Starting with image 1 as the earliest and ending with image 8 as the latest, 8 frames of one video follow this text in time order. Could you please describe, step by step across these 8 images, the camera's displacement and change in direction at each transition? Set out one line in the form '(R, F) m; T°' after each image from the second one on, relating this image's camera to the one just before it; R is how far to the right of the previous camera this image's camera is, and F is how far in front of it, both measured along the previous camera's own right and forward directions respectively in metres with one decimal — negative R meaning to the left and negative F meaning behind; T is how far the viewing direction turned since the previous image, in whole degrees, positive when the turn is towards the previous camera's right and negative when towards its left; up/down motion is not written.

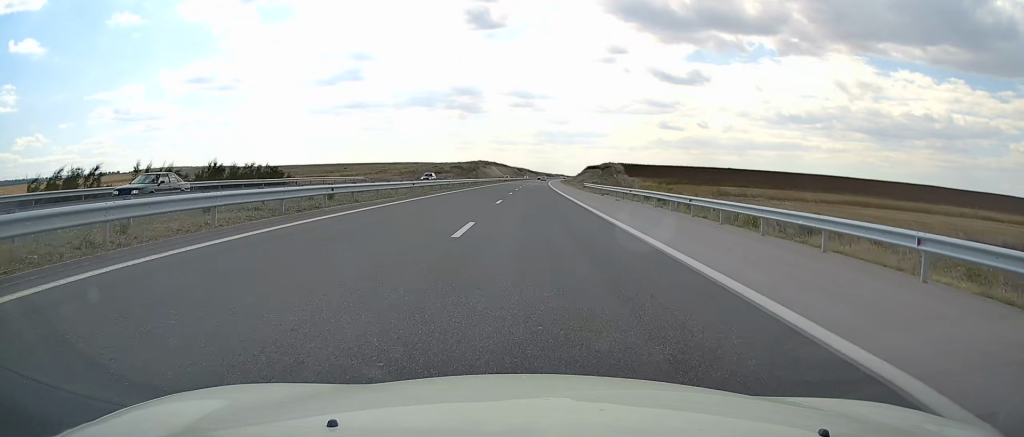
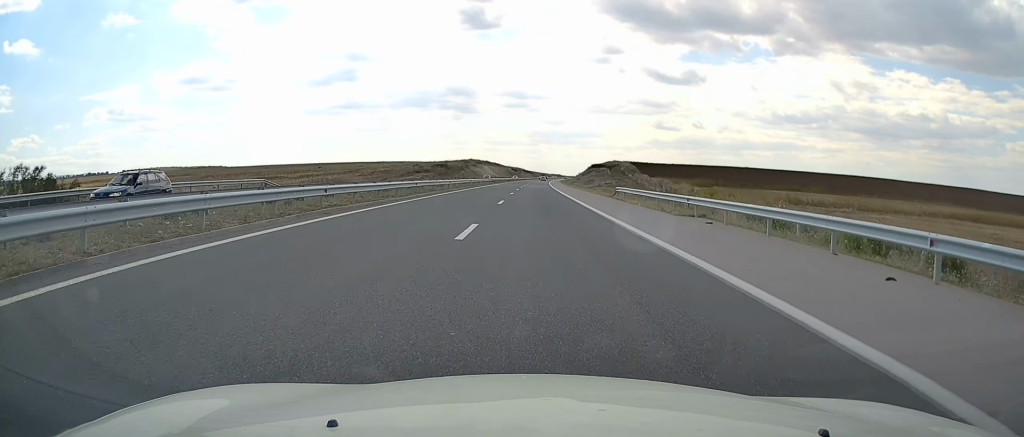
(+0.1, +32.1) m; 0°
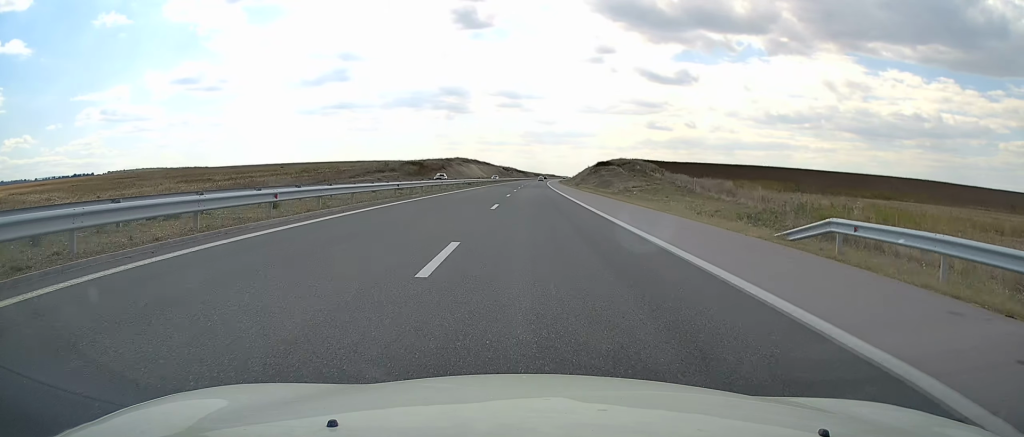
(0.0, +36.2) m; 0°
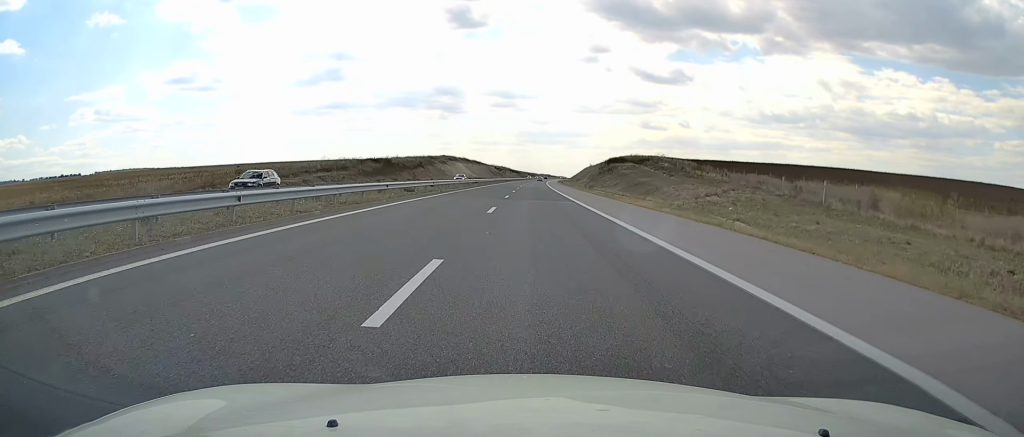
(+0.2, +34.3) m; +1°
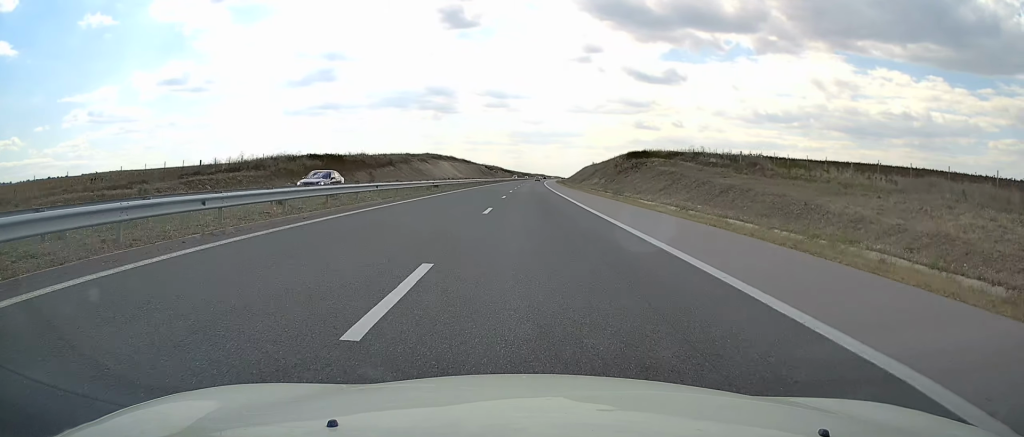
(+0.1, +32.3) m; 0°
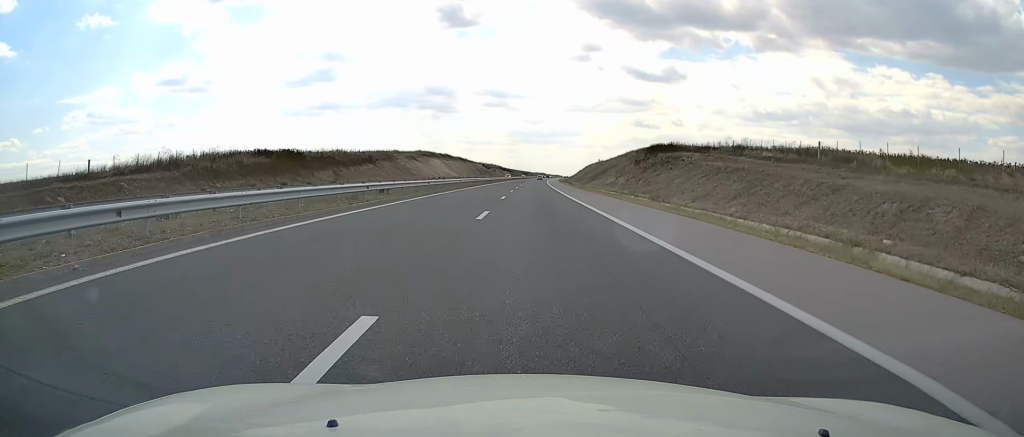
(-0.2, +19.2) m; 0°
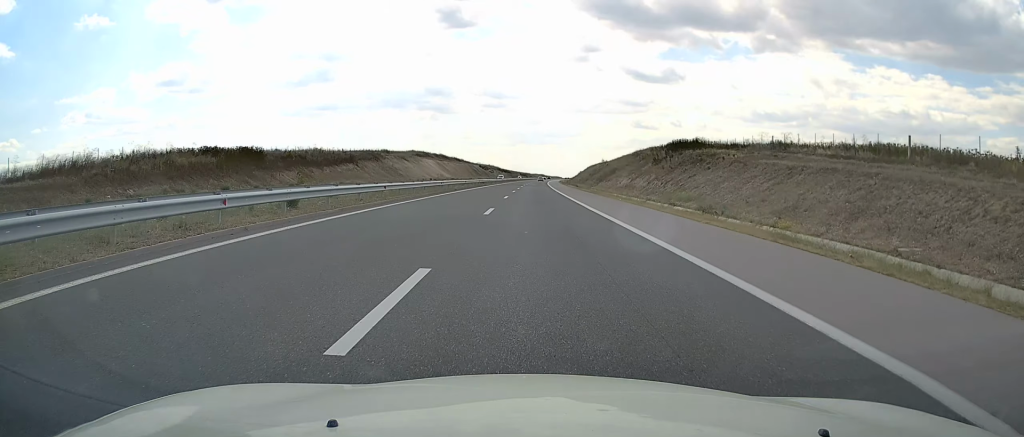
(+0.2, +13.1) m; 0°
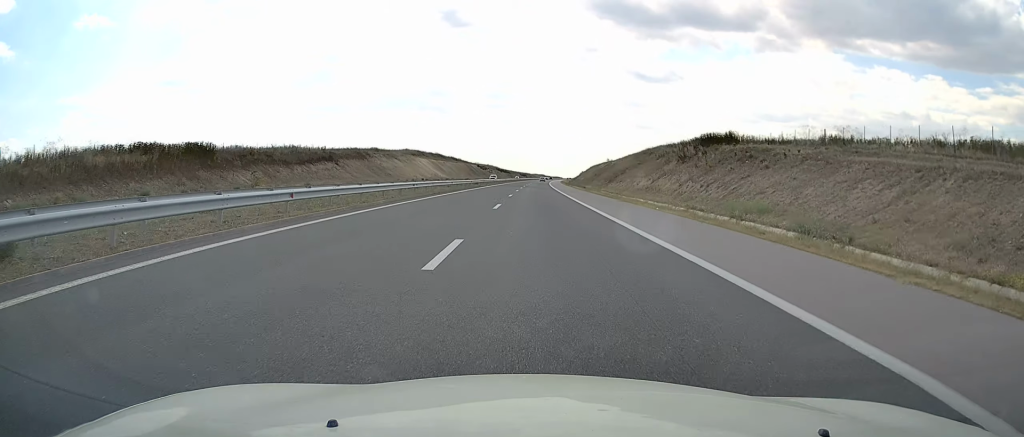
(+0.1, +12.1) m; 0°
